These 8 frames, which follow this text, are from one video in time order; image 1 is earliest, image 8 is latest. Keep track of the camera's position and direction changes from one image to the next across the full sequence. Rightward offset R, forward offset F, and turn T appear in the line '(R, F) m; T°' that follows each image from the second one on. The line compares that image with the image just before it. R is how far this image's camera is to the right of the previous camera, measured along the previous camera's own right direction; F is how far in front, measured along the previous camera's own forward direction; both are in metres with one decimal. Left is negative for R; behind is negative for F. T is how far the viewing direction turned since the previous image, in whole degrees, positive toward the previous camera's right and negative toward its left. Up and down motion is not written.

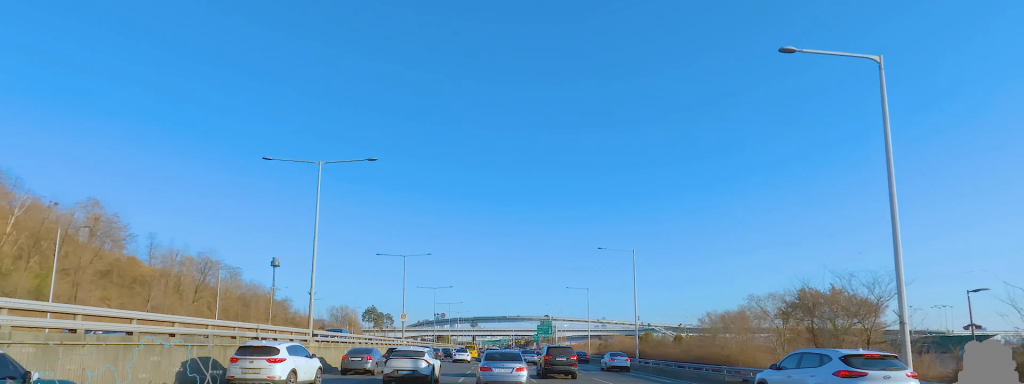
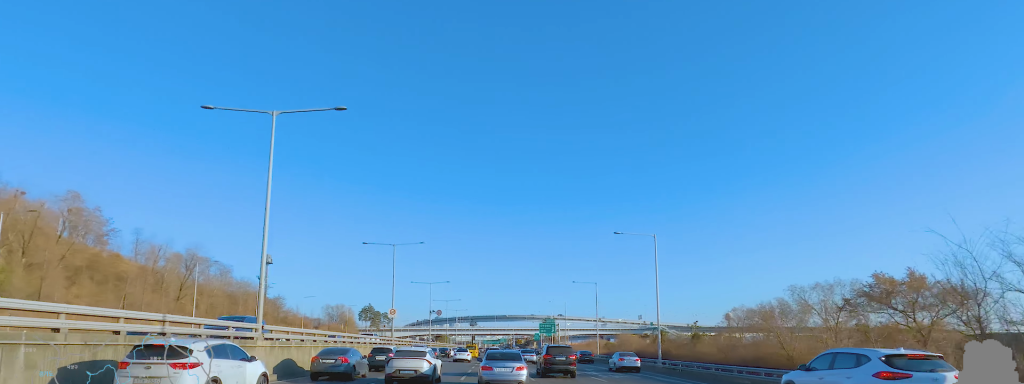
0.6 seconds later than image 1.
(0.0, +6.7) m; 0°
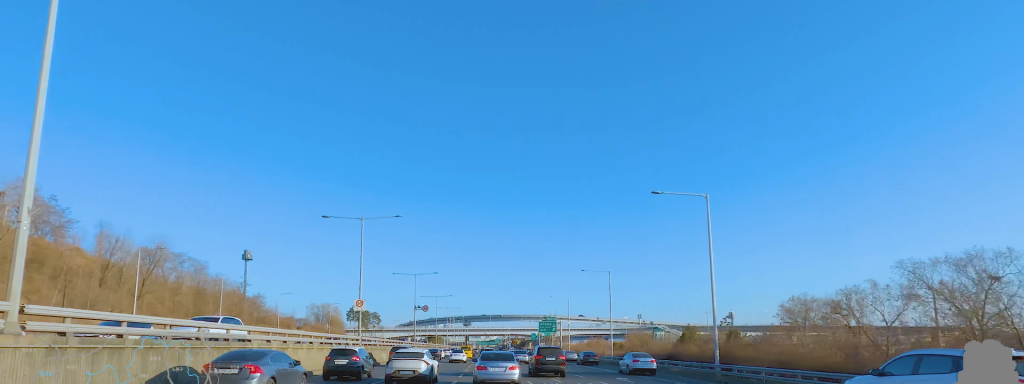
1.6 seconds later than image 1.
(0.0, +12.1) m; +5°
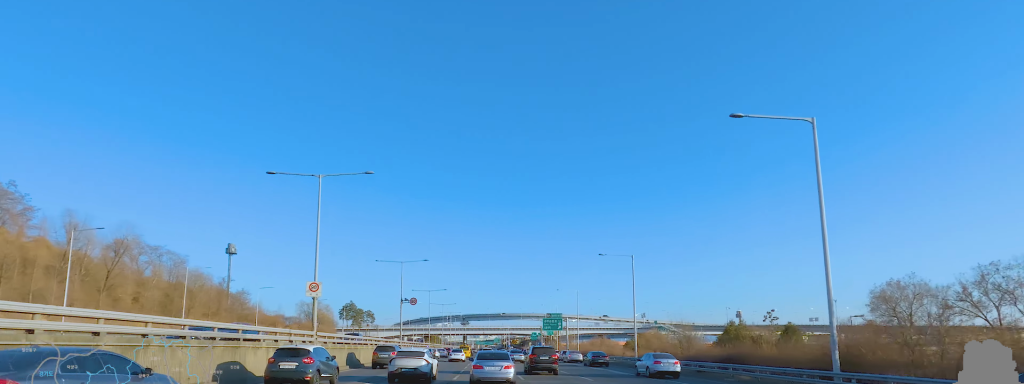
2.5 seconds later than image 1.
(+0.9, +11.3) m; +1°
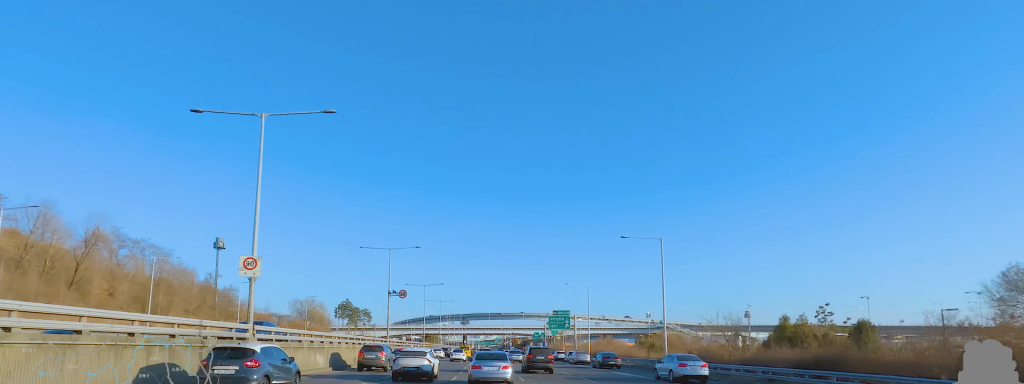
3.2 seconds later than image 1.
(-0.2, +9.0) m; -1°
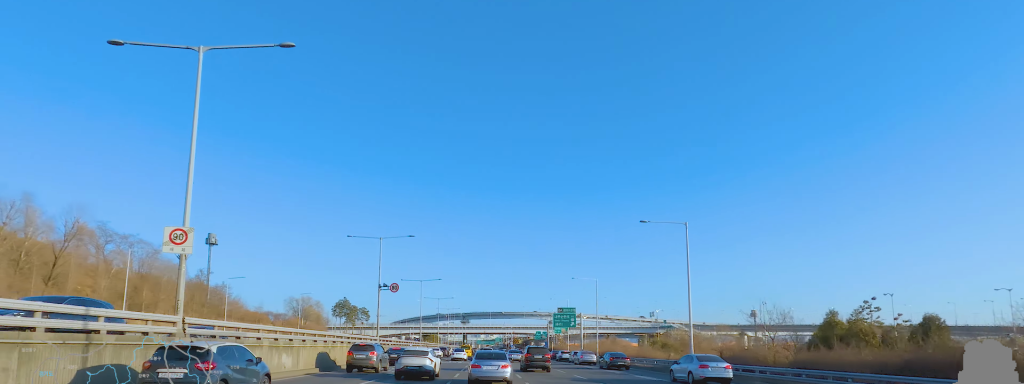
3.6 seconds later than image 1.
(-0.4, +5.6) m; -1°
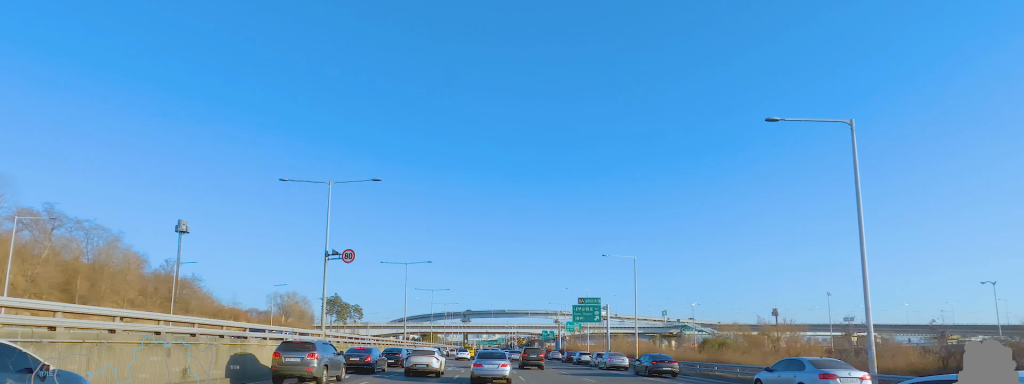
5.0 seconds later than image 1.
(+0.3, +18.8) m; 0°
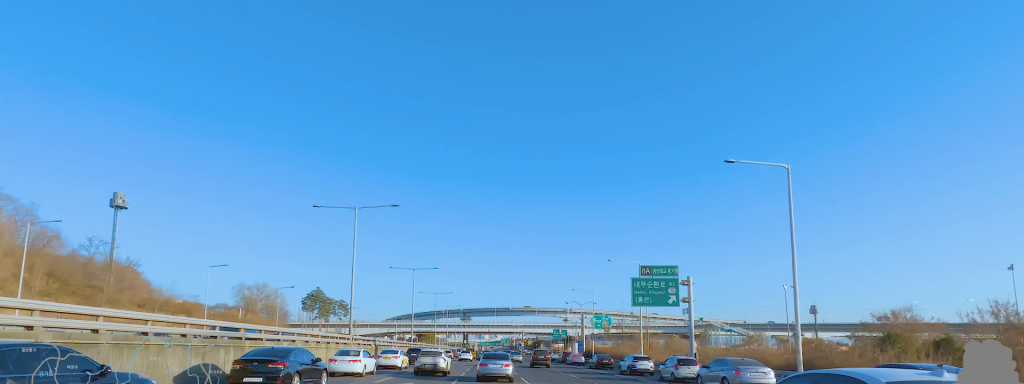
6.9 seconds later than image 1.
(-0.3, +27.8) m; 0°
